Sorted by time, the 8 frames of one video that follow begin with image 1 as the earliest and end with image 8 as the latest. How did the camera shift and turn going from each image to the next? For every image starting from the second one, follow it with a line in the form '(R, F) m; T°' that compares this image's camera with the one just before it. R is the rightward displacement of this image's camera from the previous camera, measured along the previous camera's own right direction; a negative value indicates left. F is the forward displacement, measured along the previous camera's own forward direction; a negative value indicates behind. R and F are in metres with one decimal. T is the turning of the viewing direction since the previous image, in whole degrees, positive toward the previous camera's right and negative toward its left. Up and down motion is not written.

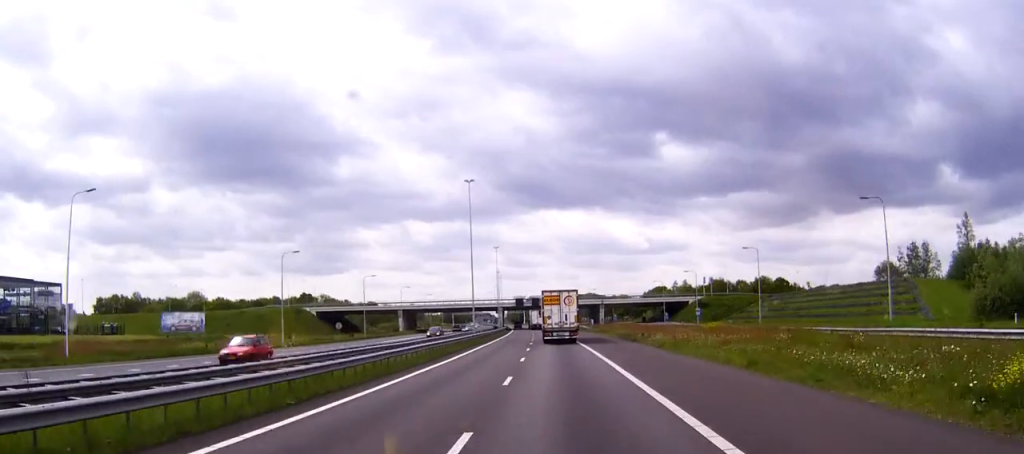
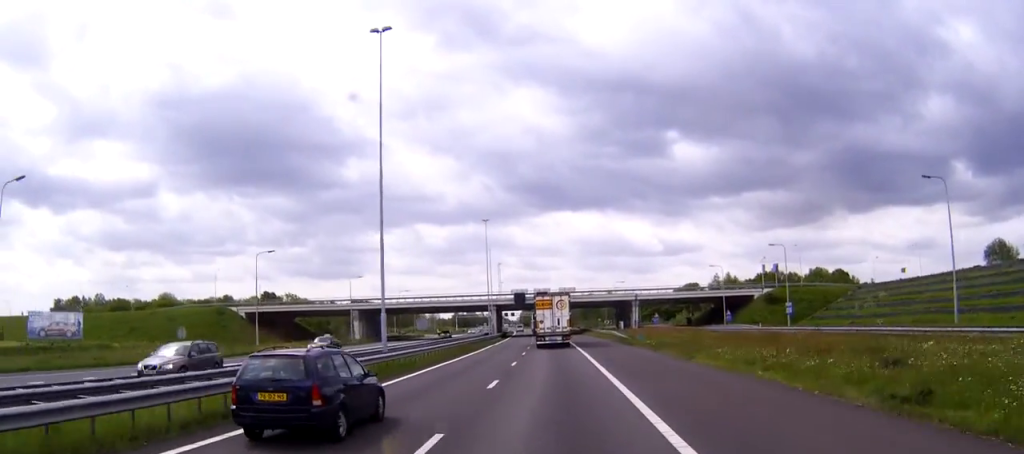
(-0.4, +47.1) m; -1°
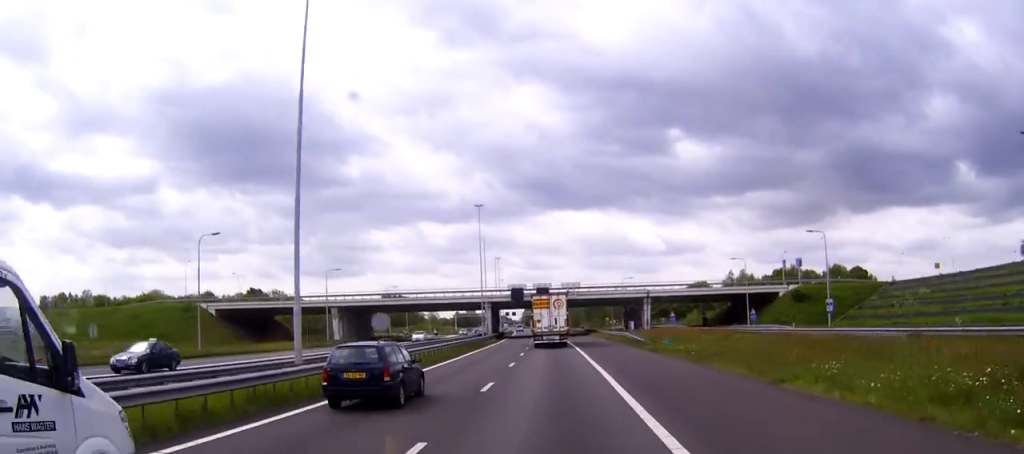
(+0.1, +12.9) m; -1°
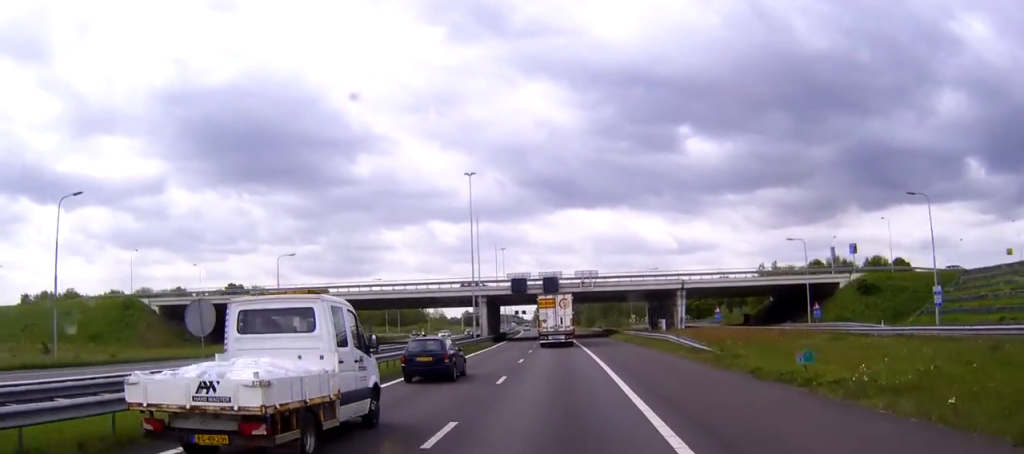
(-0.3, +21.3) m; -1°
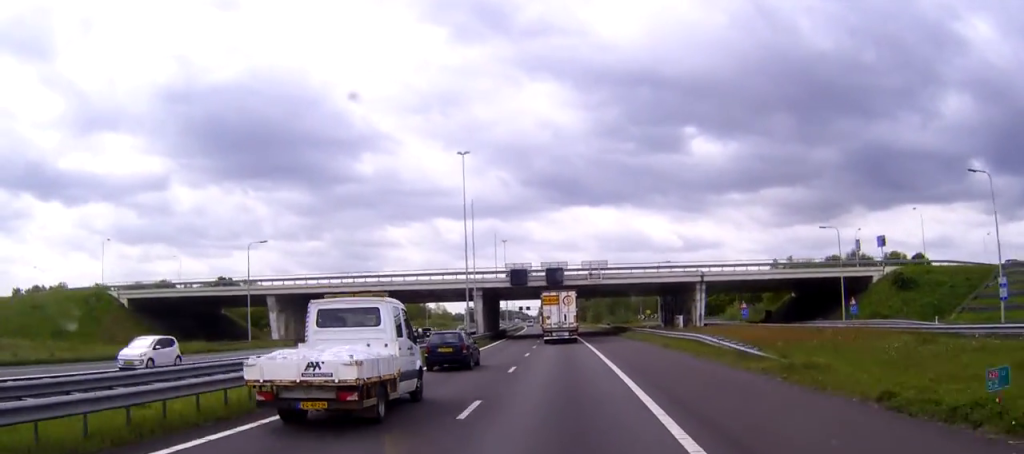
(0.0, +9.1) m; 0°
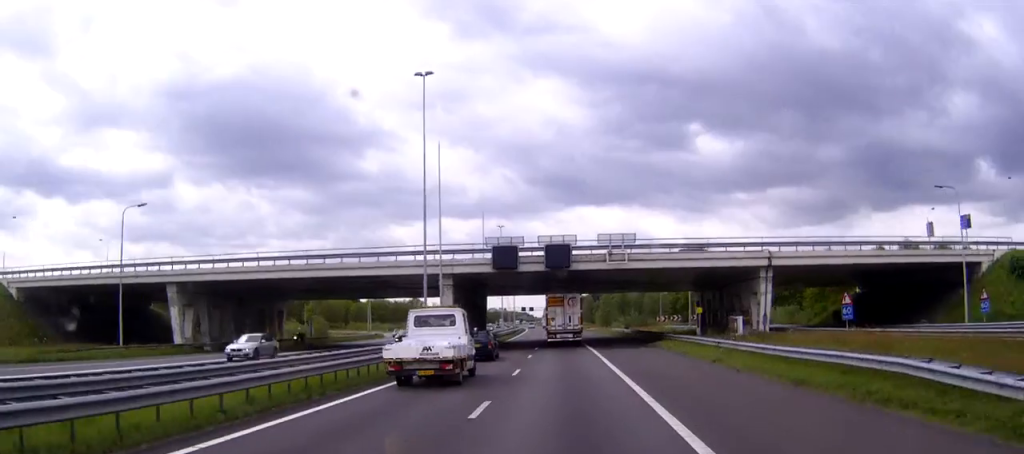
(-0.1, +23.4) m; 0°
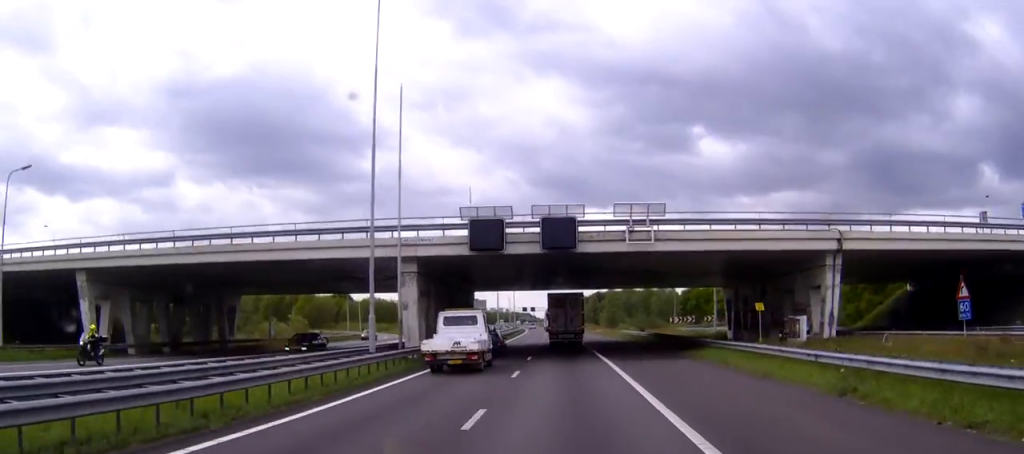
(0.0, +13.5) m; 0°
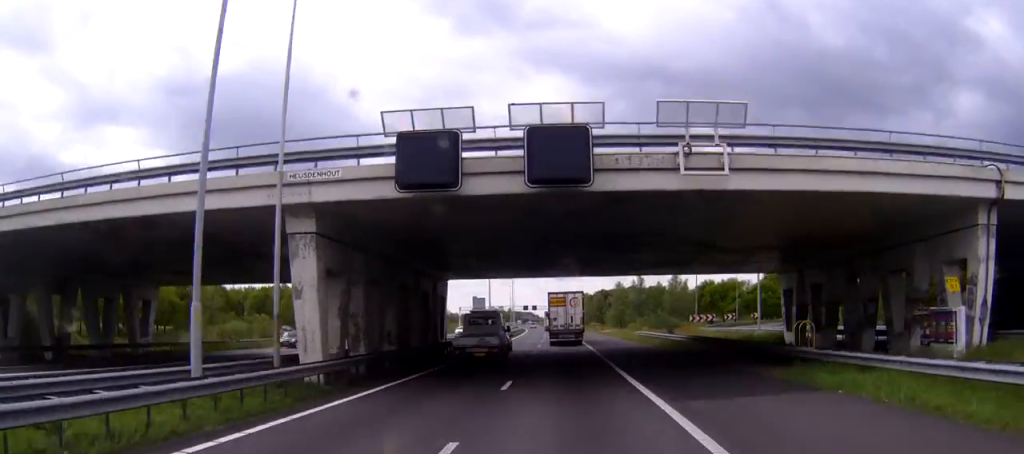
(0.0, +16.4) m; 0°
